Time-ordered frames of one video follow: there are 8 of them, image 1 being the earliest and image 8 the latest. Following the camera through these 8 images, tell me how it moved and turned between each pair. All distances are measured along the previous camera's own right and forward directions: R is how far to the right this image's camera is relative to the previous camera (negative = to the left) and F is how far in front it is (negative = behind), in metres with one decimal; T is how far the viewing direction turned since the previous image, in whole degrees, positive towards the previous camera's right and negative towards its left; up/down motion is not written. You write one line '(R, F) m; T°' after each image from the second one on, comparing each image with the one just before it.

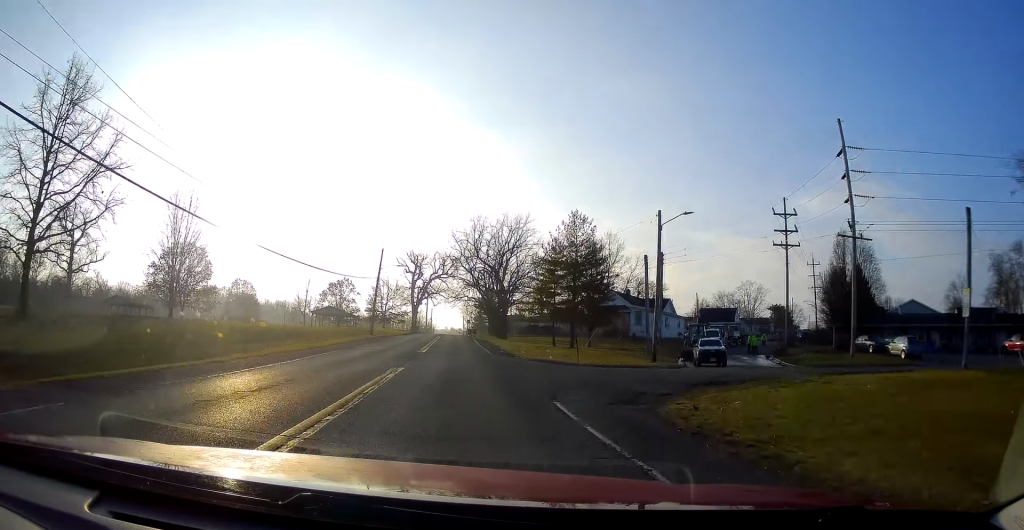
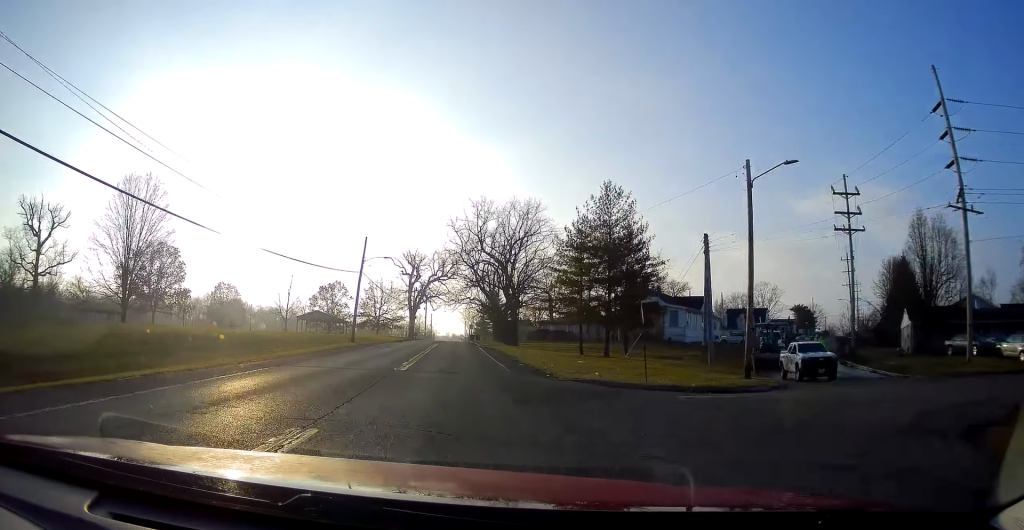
(0.0, +11.5) m; -1°
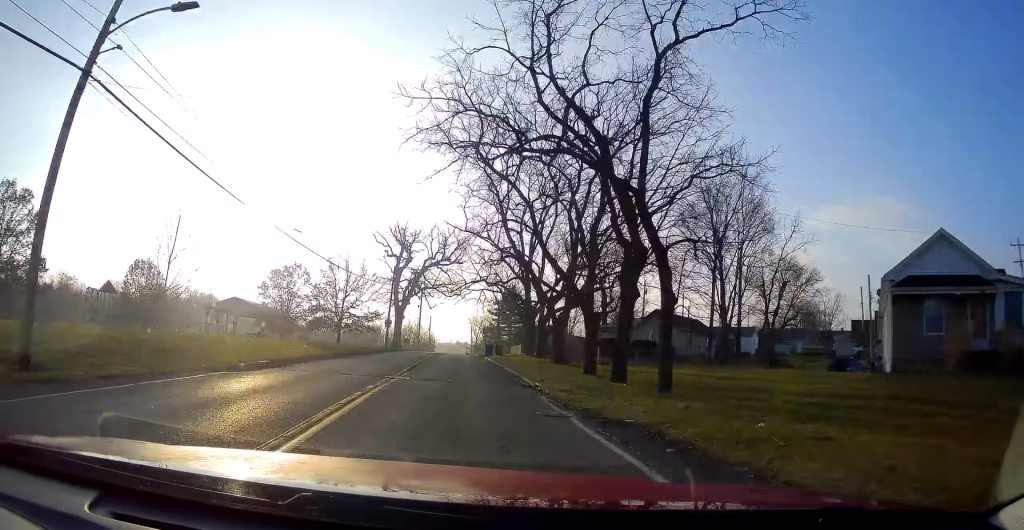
(+1.0, +41.0) m; +3°
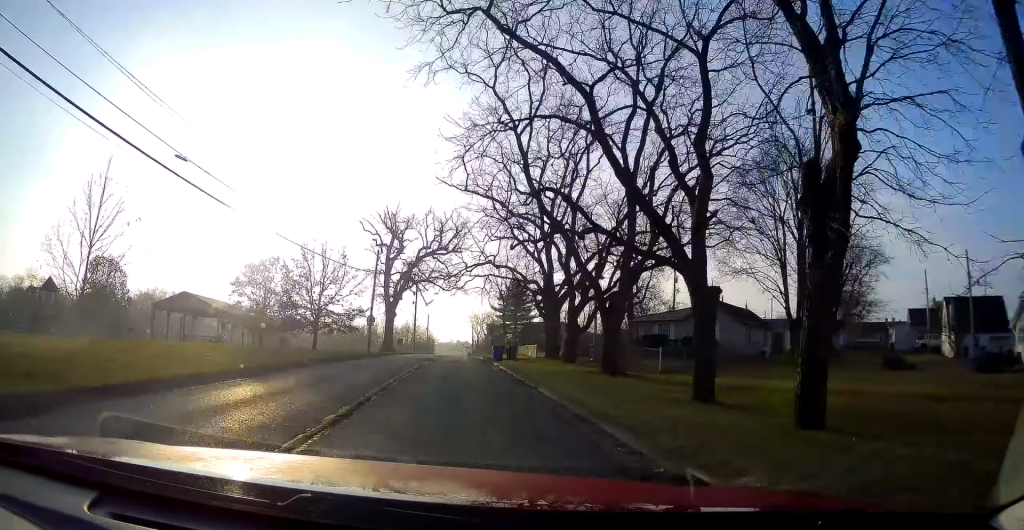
(-0.1, +12.5) m; 0°
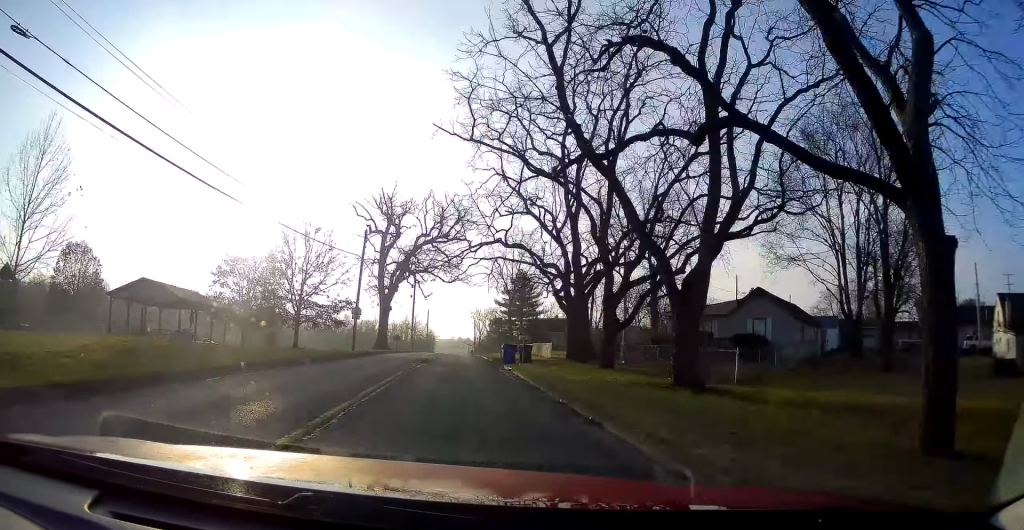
(0.0, +7.8) m; 0°
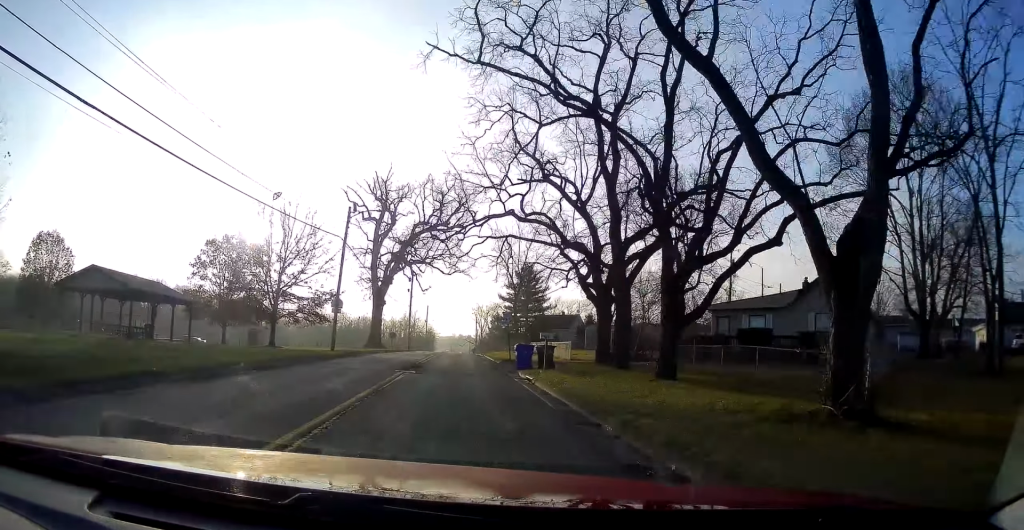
(0.0, +7.2) m; 0°
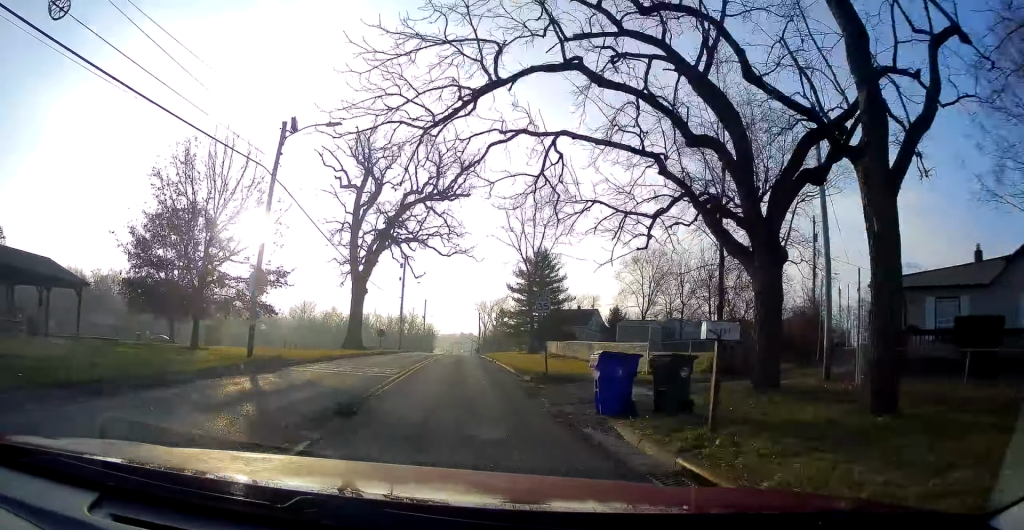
(0.0, +14.7) m; -2°
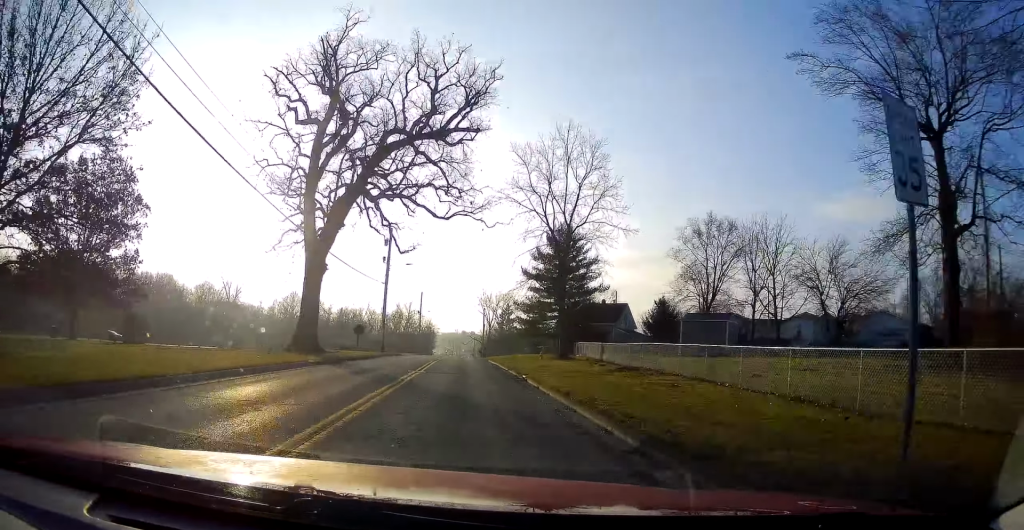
(-0.3, +17.9) m; +1°
